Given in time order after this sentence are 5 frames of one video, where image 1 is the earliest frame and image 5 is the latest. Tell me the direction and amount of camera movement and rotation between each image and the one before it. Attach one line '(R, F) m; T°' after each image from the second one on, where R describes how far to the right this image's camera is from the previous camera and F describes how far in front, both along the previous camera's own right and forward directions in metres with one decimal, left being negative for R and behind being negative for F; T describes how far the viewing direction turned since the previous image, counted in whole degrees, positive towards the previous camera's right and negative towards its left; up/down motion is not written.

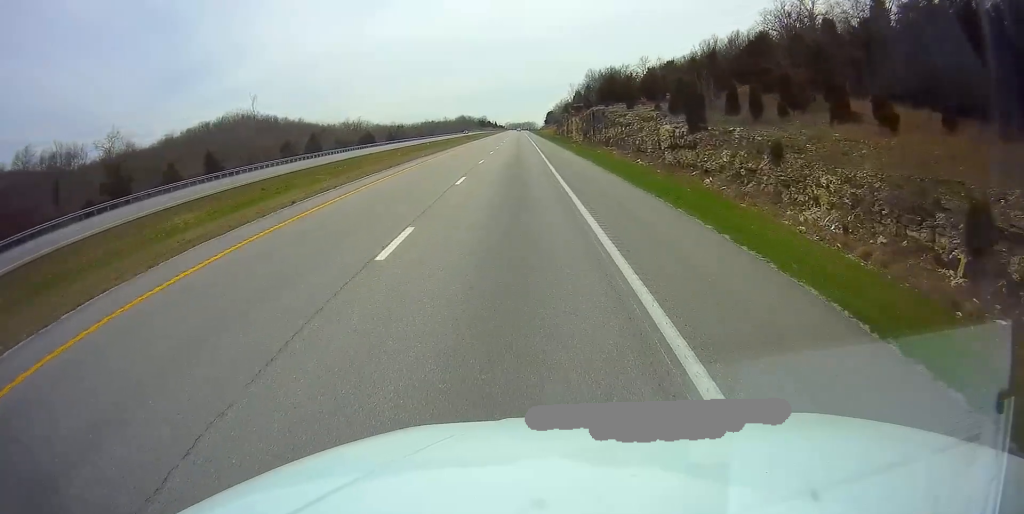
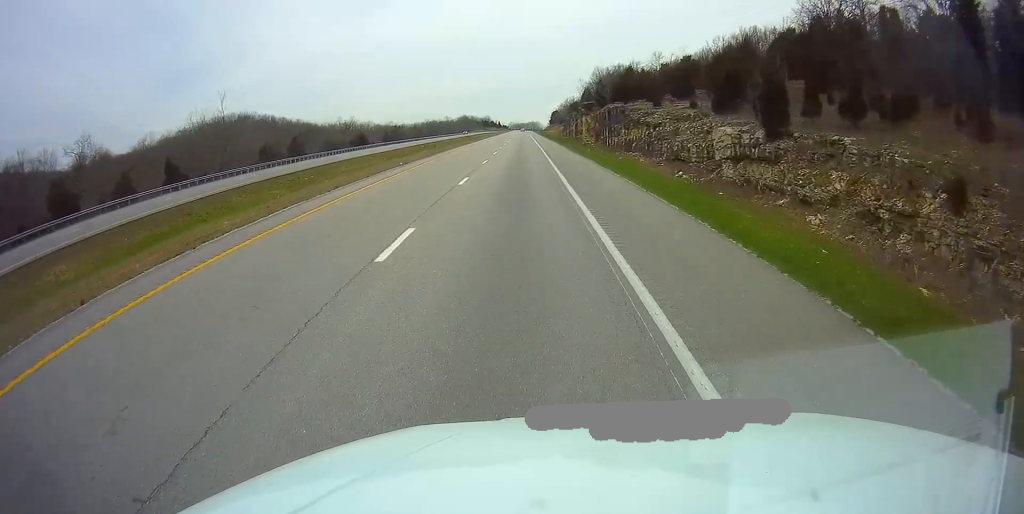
(0.0, +12.2) m; 0°
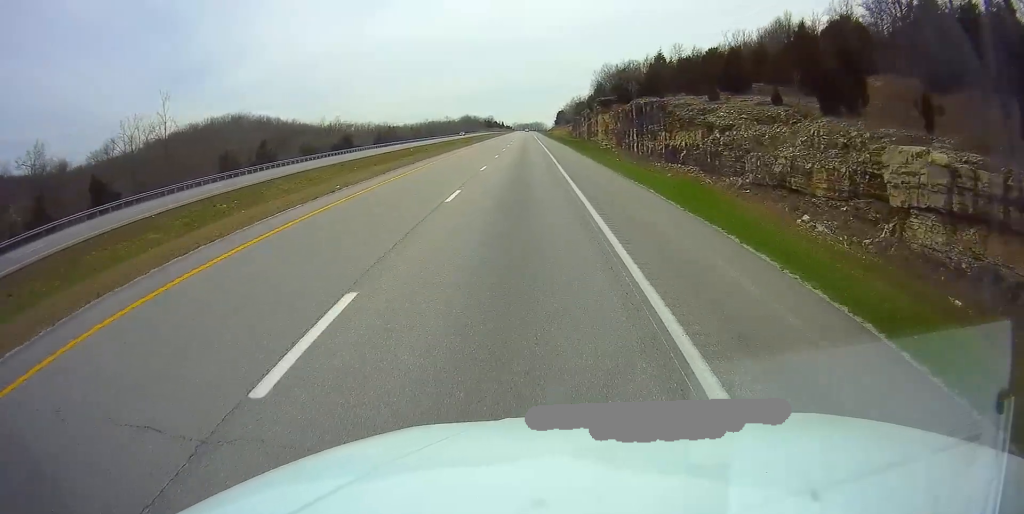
(0.0, +16.9) m; 0°
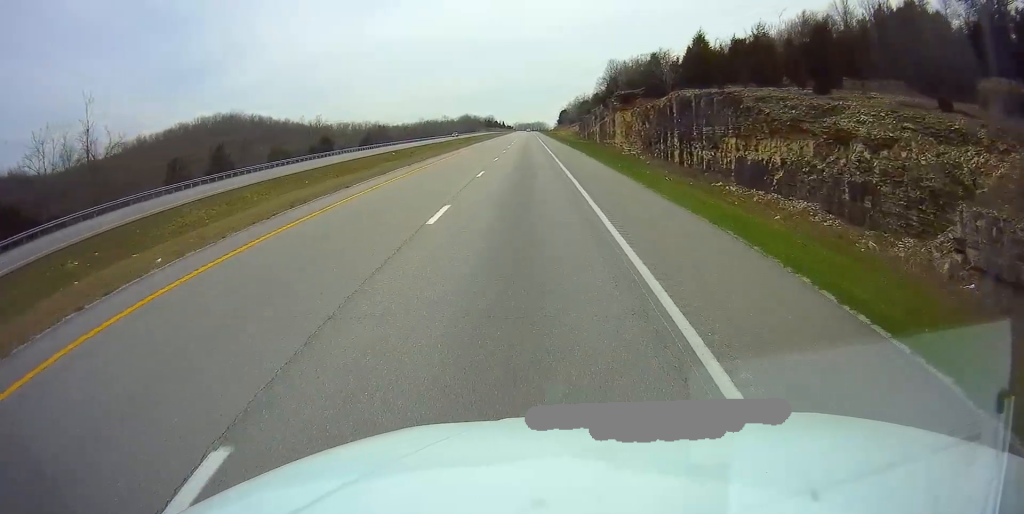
(-0.2, +15.9) m; 0°
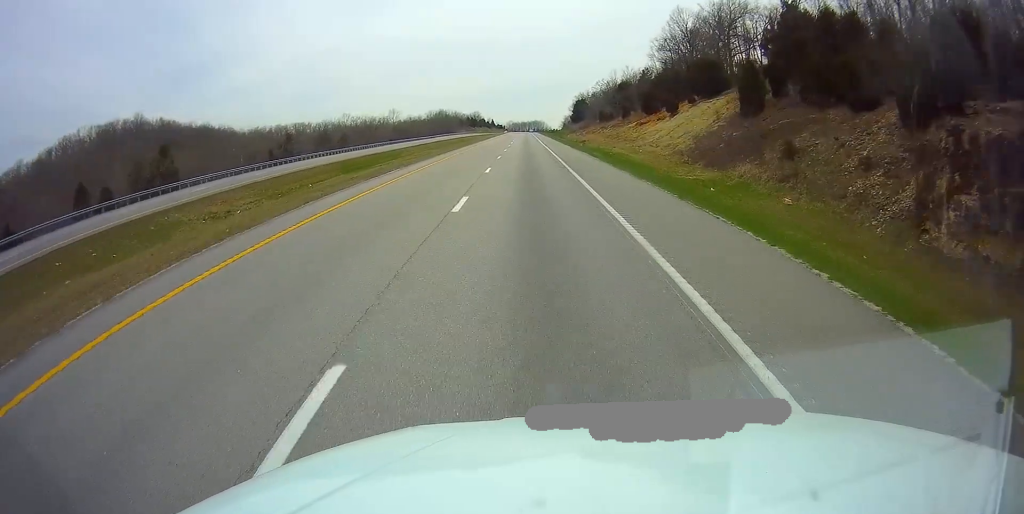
(+0.5, +119.6) m; 0°
